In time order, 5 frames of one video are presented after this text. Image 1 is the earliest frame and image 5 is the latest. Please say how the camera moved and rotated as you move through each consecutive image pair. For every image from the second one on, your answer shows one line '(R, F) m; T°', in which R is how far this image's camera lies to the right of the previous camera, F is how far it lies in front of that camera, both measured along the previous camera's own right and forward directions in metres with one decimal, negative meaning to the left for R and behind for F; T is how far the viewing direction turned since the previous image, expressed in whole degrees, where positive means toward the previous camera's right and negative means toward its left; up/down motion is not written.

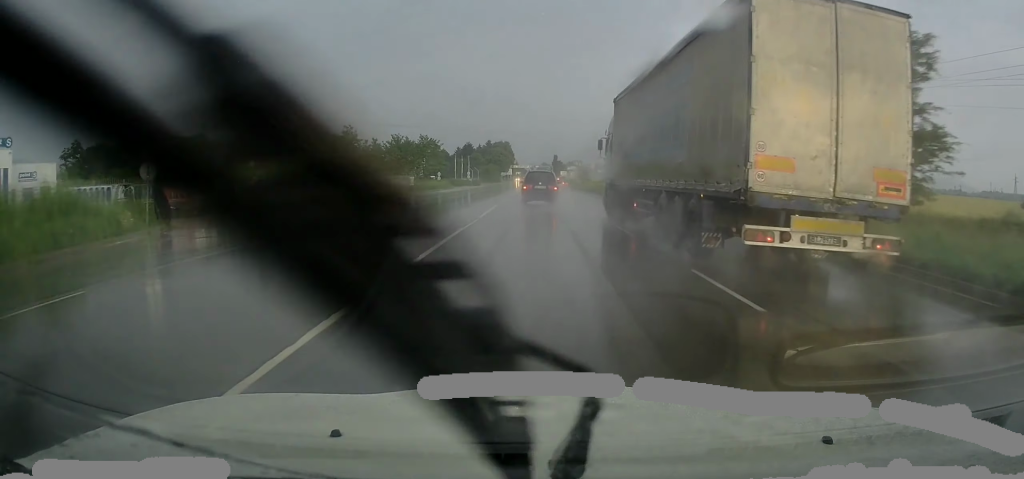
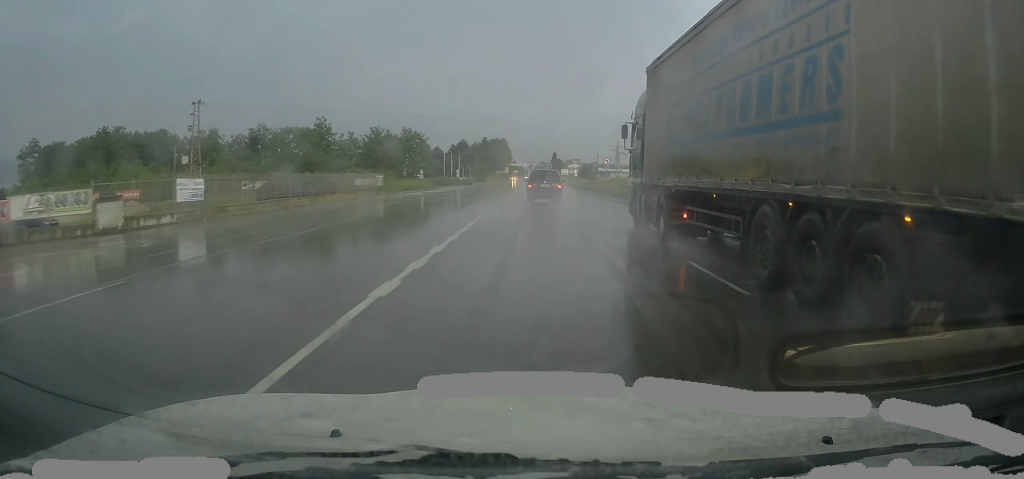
(-0.1, +16.5) m; 0°
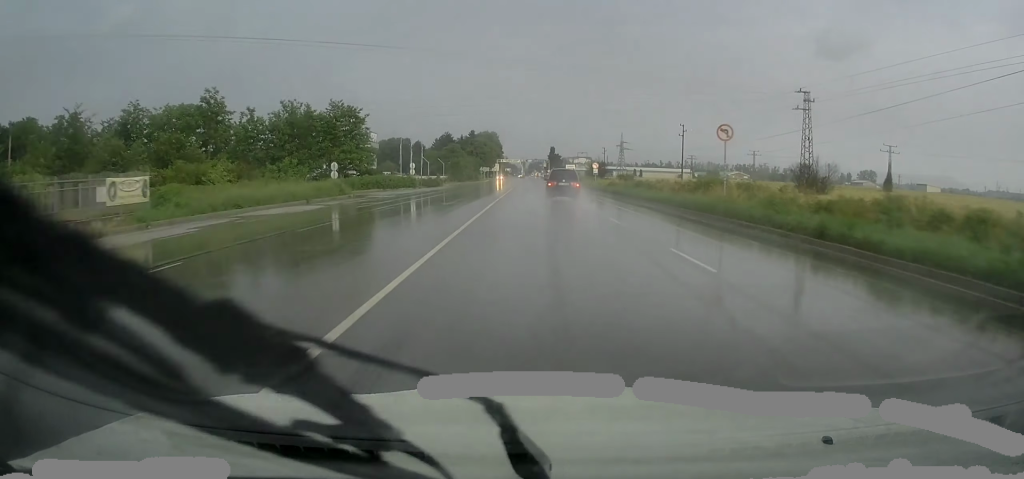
(-0.2, +42.3) m; 0°
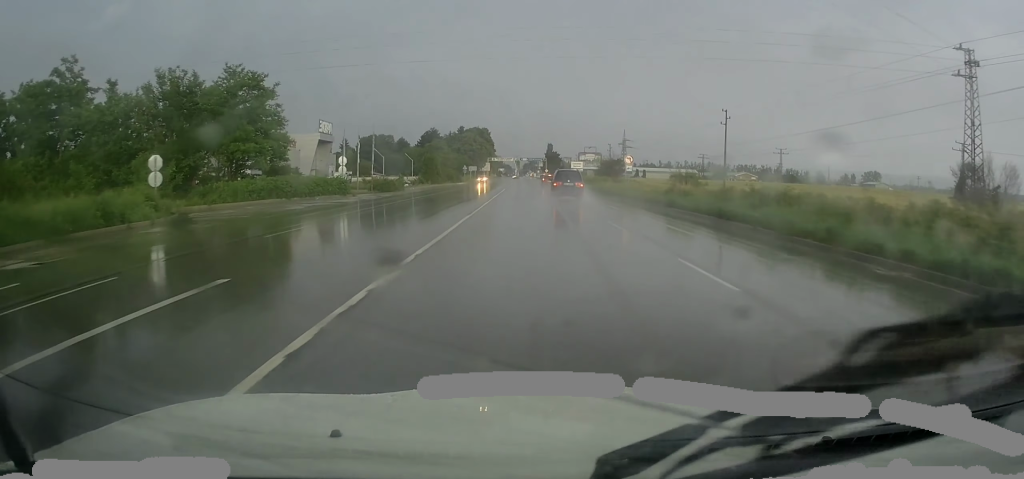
(+0.2, +28.7) m; +1°
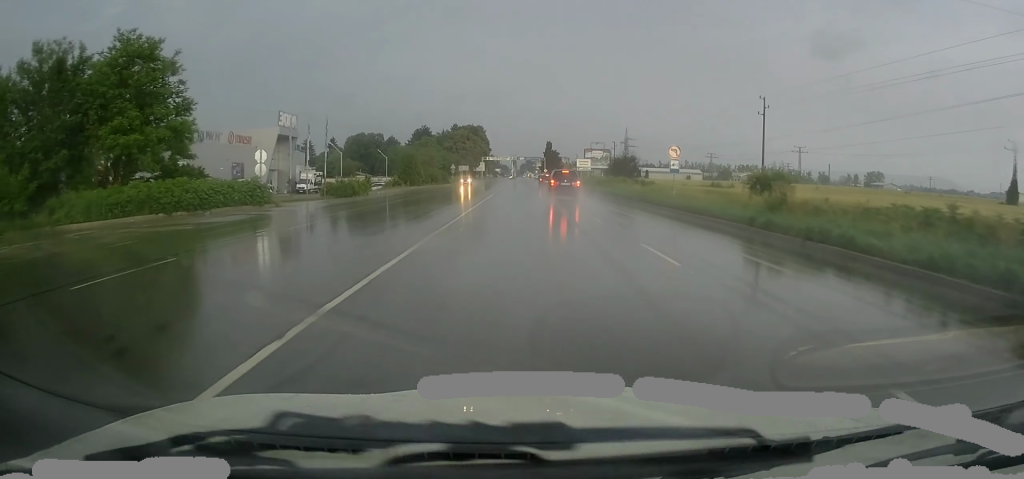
(0.0, +15.7) m; 0°
